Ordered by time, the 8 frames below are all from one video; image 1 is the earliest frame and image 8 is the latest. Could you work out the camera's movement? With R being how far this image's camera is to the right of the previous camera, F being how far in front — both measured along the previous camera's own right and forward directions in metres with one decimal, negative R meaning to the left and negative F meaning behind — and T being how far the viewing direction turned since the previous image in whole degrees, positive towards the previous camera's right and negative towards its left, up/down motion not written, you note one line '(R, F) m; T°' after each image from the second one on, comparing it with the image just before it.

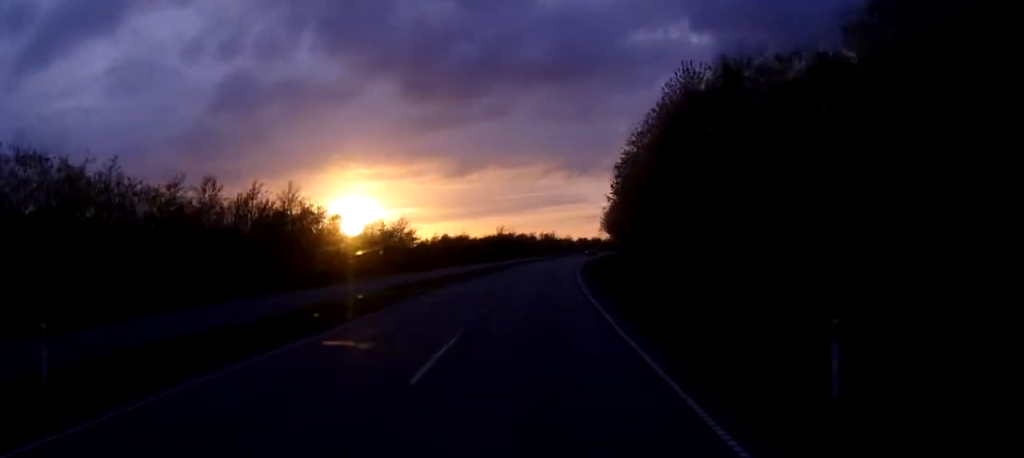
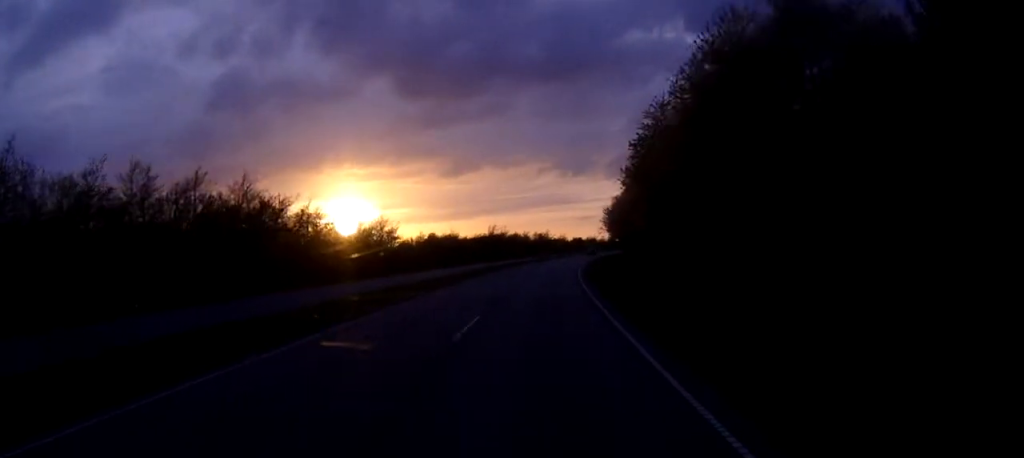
(+0.1, +9.6) m; 0°
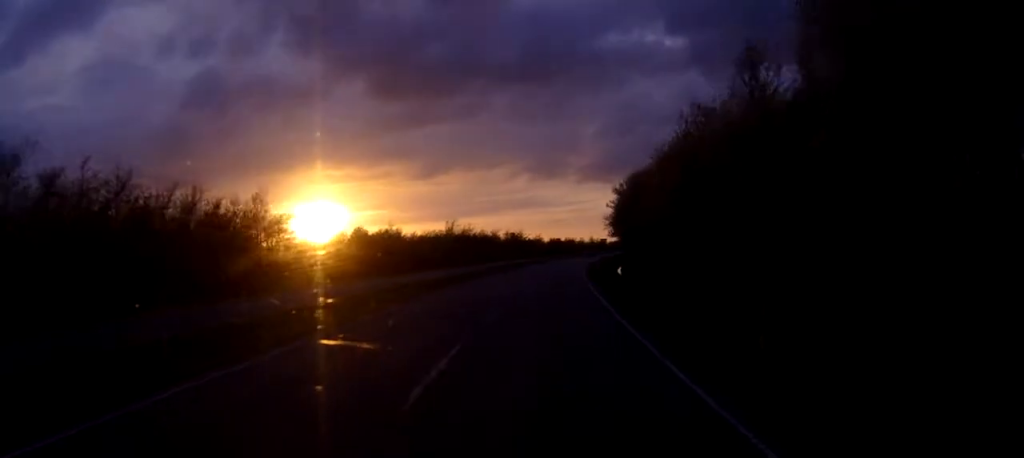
(+0.4, +36.2) m; +2°
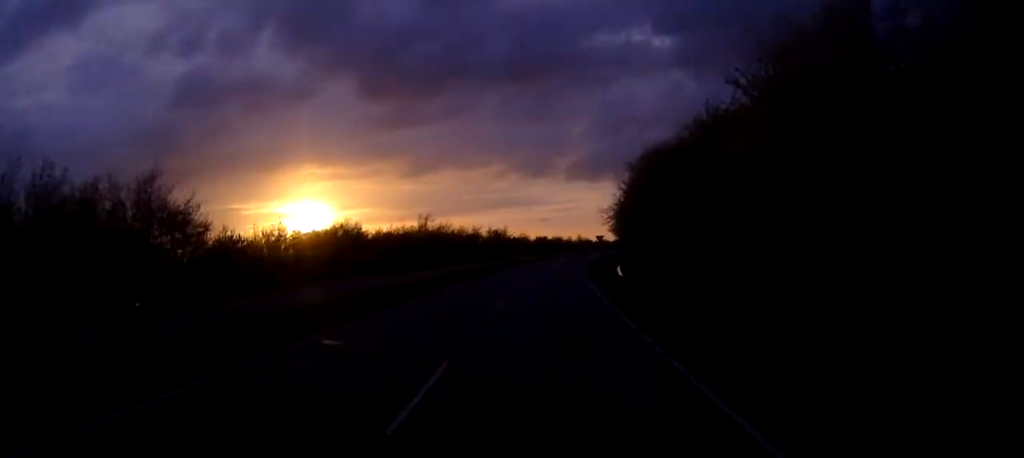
(+0.2, +16.2) m; +1°
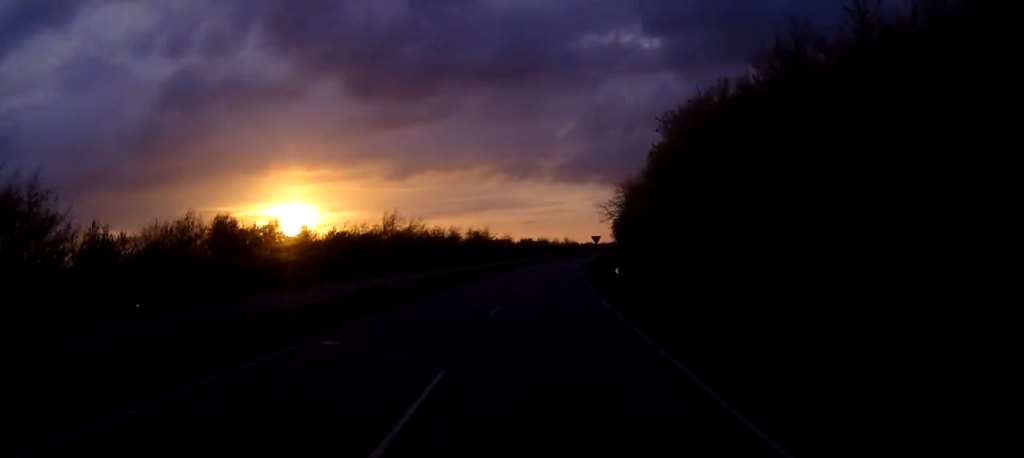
(+0.1, +16.2) m; +1°
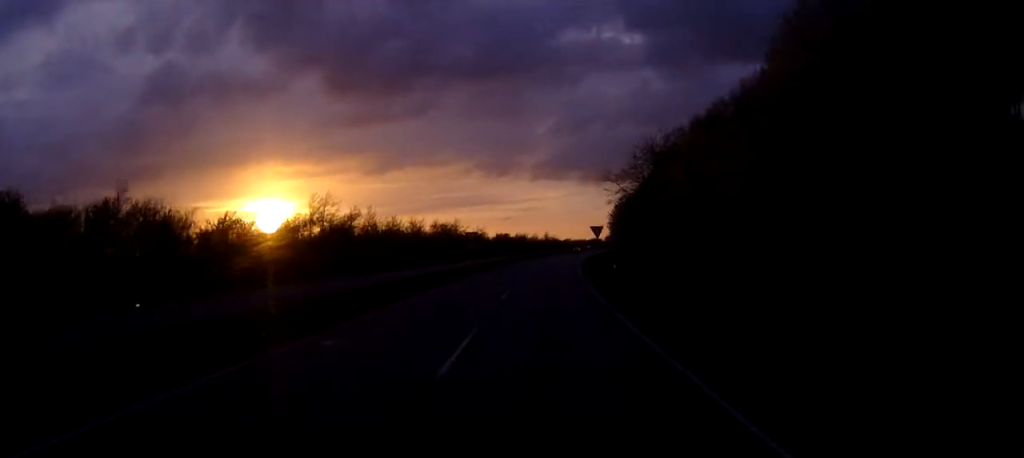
(+0.4, +25.1) m; +2°
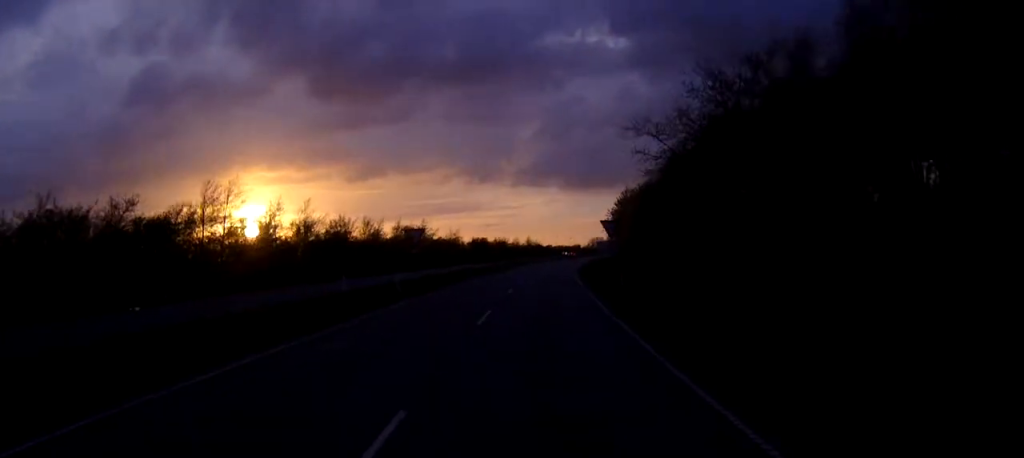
(+0.4, +22.2) m; +2°
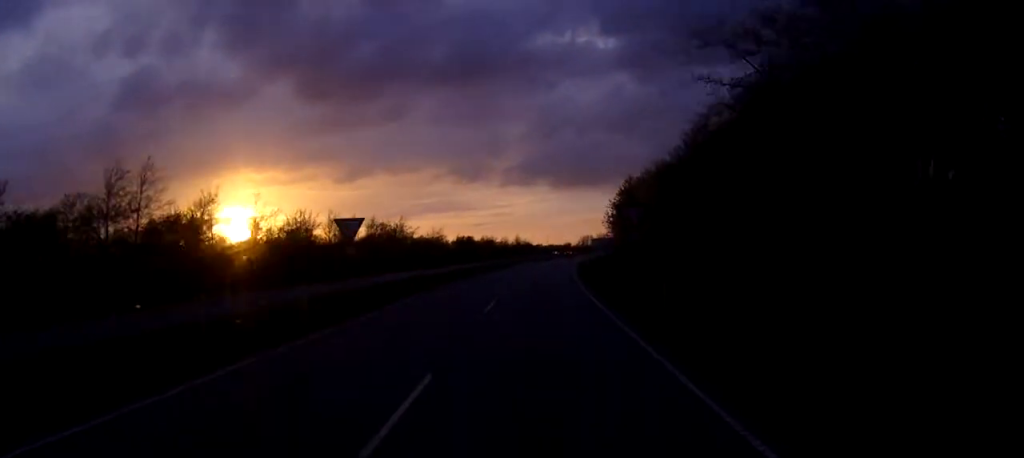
(+0.1, +12.5) m; +1°
